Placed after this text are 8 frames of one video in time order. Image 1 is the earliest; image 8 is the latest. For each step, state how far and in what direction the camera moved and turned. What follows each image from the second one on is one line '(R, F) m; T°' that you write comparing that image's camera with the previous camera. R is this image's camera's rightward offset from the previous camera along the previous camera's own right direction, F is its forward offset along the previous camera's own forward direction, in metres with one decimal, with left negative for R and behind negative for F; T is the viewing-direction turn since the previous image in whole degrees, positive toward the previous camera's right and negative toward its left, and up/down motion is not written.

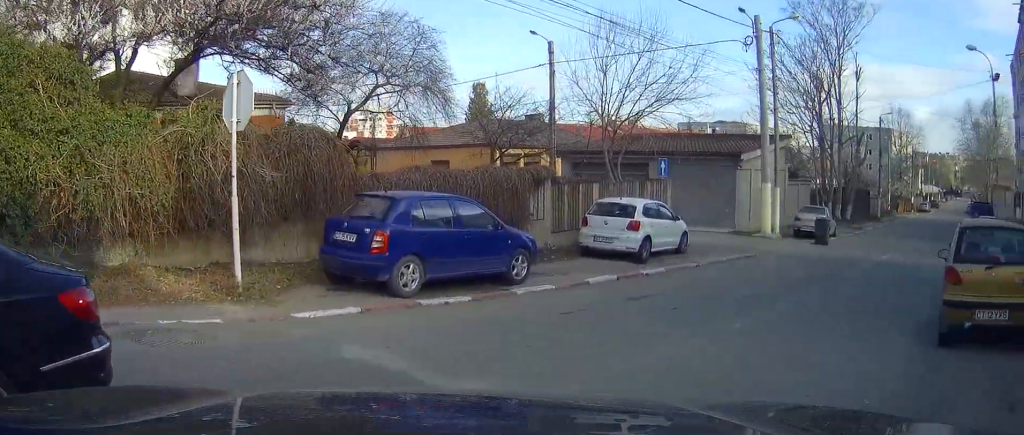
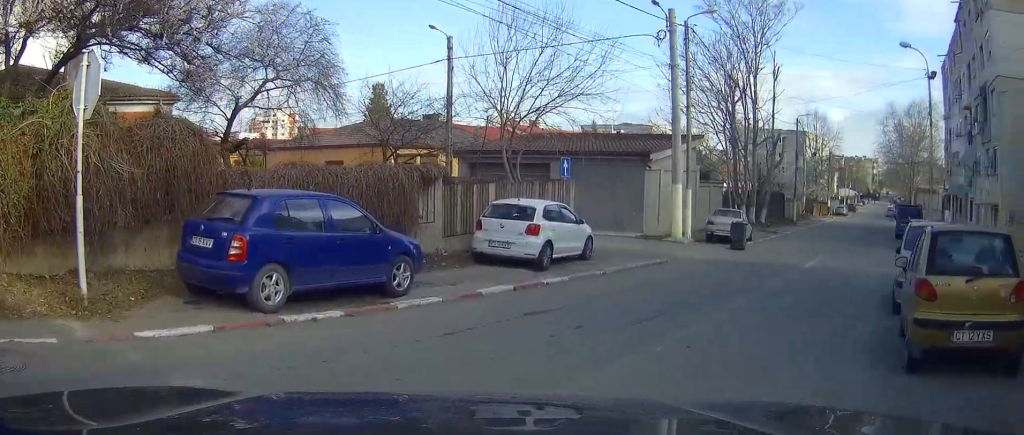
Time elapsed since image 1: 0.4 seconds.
(0.0, +1.7) m; +7°
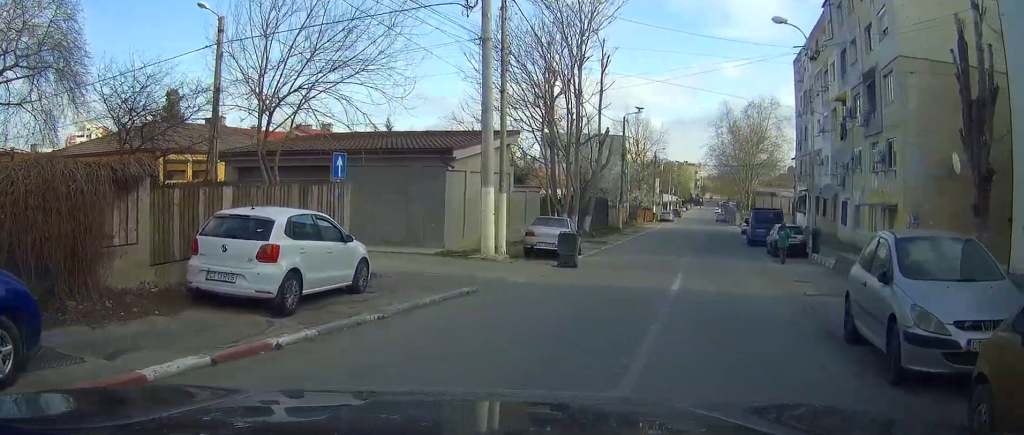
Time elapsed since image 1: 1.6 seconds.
(+0.9, +6.3) m; +11°
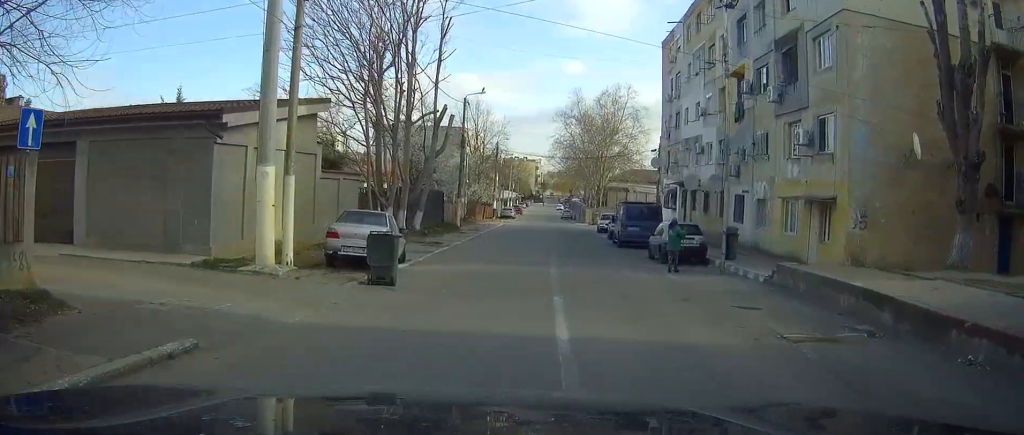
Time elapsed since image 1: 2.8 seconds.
(+0.4, +7.3) m; +5°
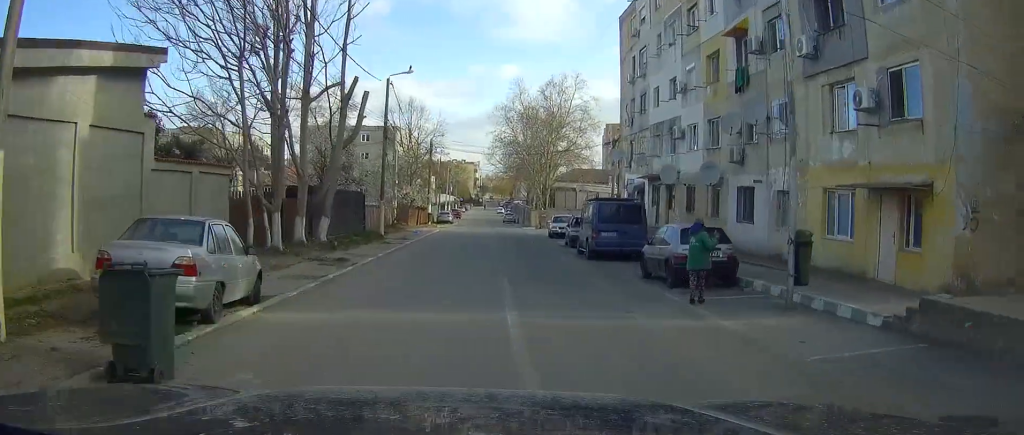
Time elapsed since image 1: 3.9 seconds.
(+0.3, +8.4) m; +3°
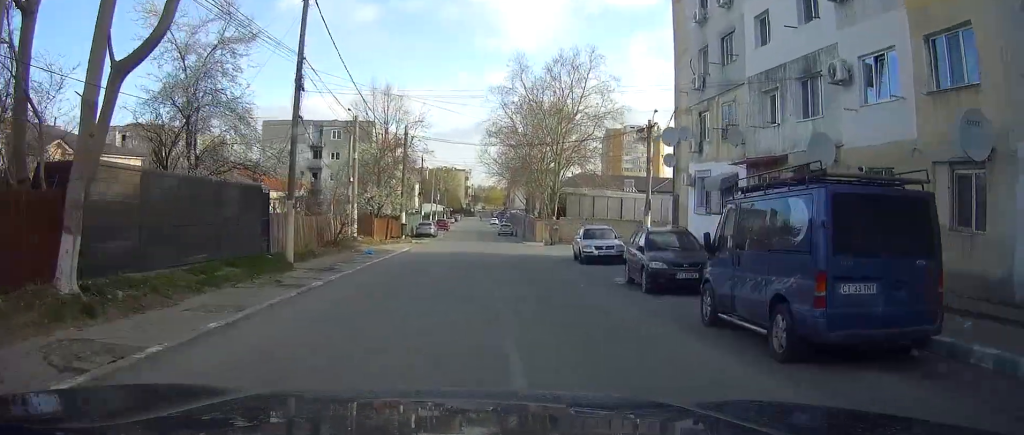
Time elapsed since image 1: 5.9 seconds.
(+0.4, +17.1) m; +2°
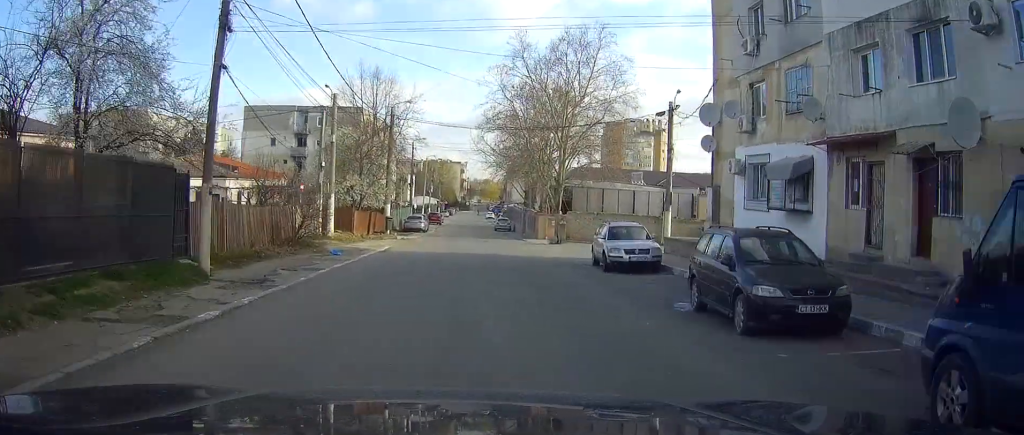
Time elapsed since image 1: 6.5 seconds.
(0.0, +6.4) m; 0°
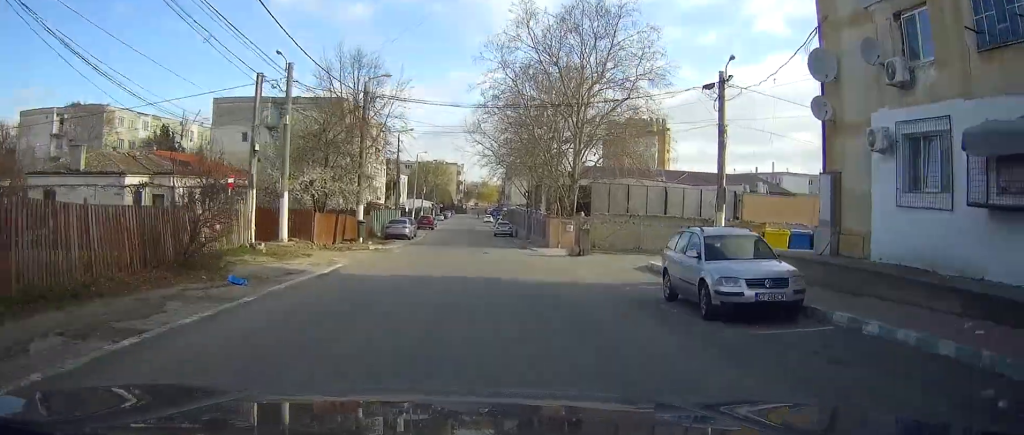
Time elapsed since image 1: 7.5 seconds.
(+0.1, +10.0) m; 0°
